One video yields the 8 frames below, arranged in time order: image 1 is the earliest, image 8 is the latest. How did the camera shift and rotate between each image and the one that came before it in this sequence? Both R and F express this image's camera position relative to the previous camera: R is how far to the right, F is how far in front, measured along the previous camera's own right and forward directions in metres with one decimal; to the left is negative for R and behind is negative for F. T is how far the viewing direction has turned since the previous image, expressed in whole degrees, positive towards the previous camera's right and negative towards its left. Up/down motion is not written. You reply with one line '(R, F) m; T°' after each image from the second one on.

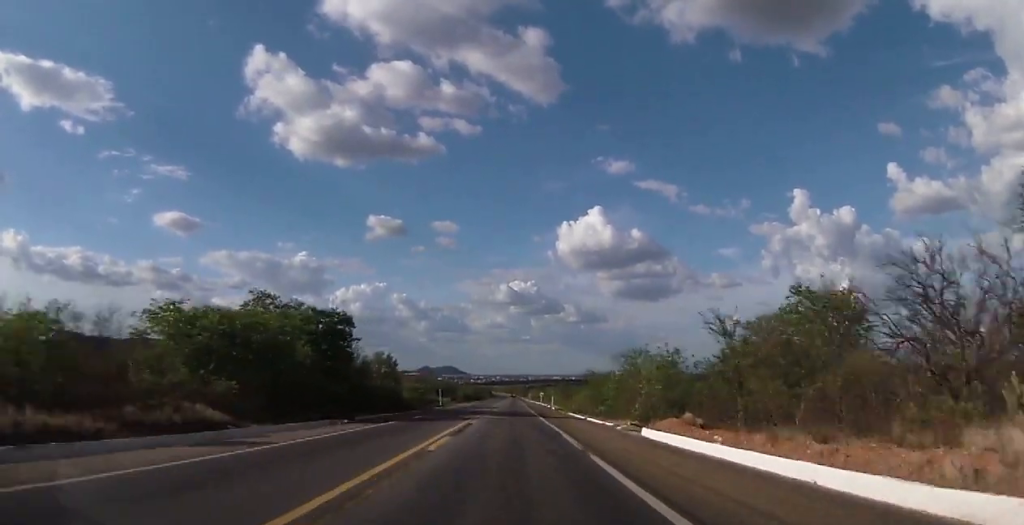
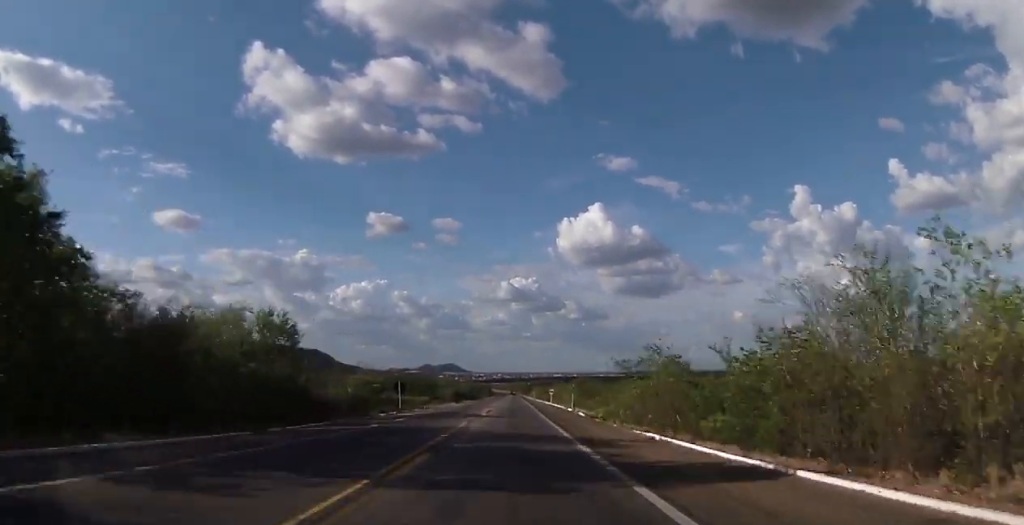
(+0.1, +31.8) m; 0°
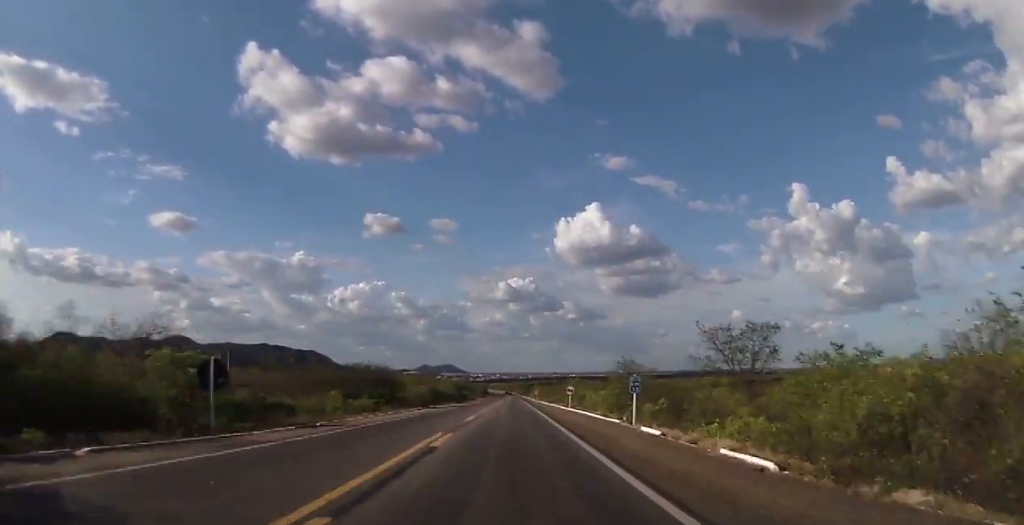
(+0.2, +34.5) m; +1°
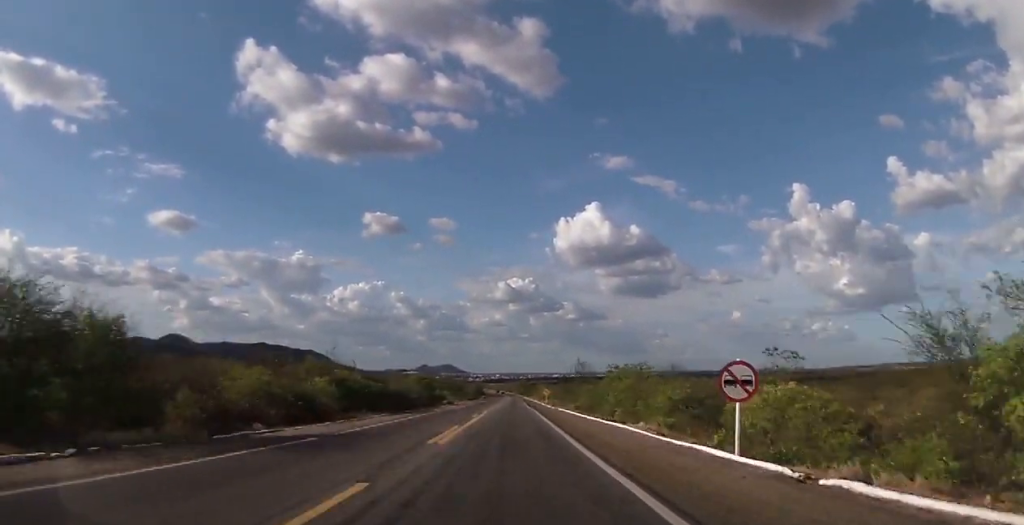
(0.0, +50.3) m; -1°
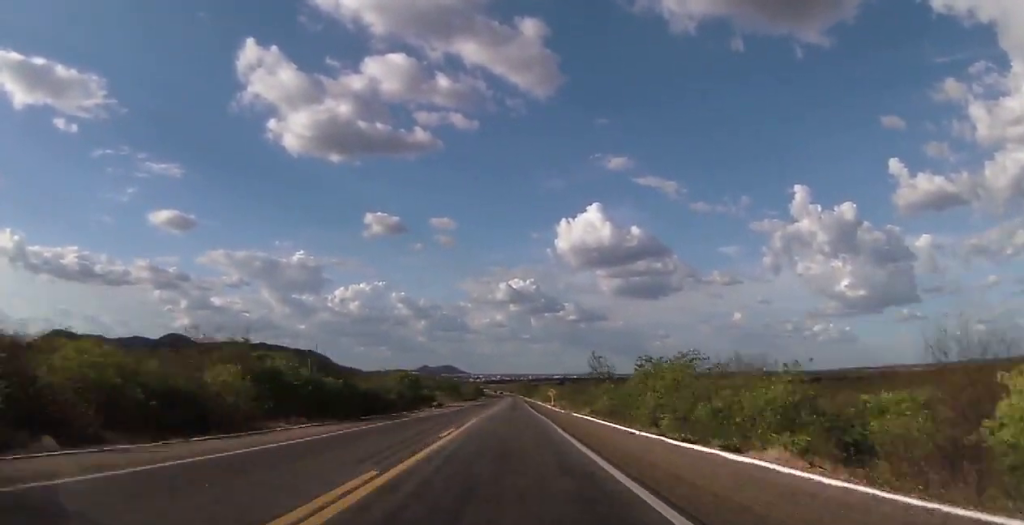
(-0.1, +15.4) m; 0°
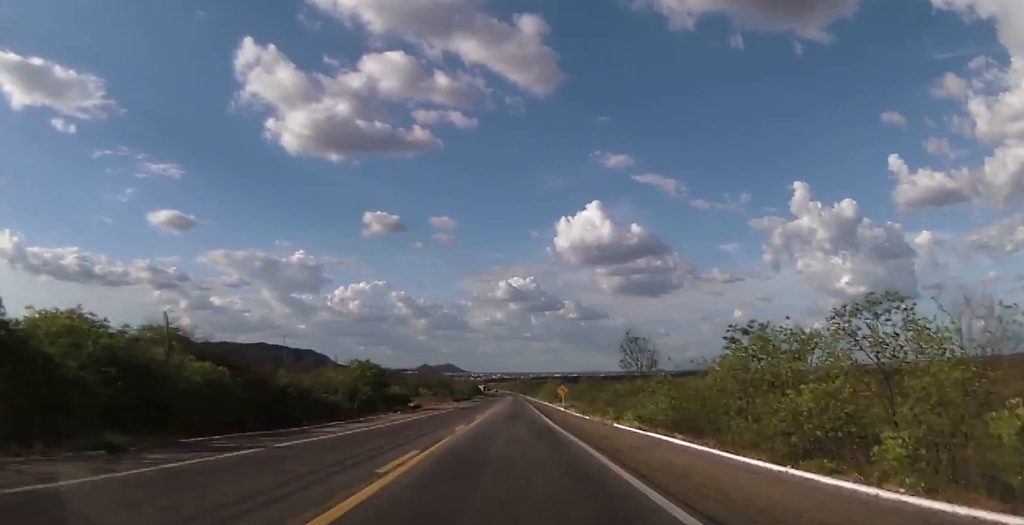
(-0.3, +21.4) m; 0°
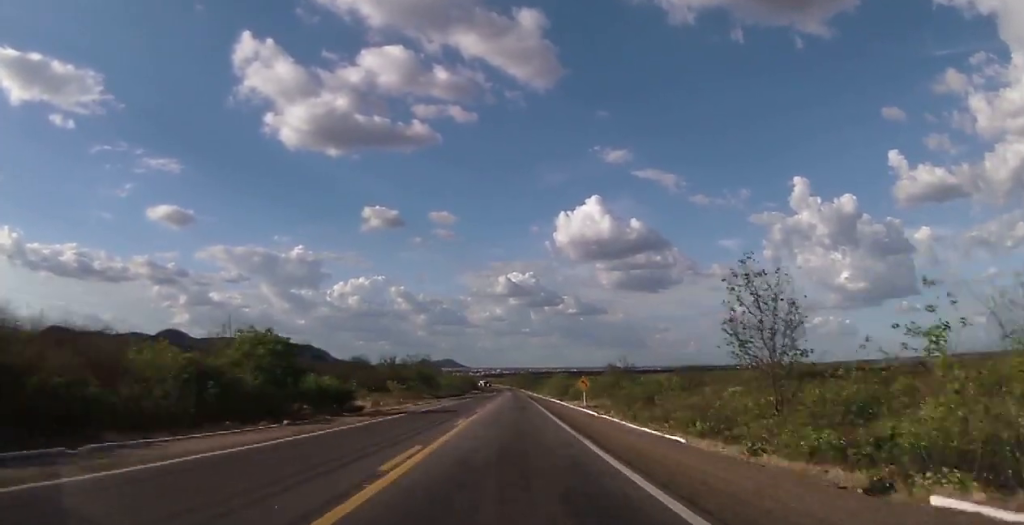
(+0.2, +25.1) m; 0°
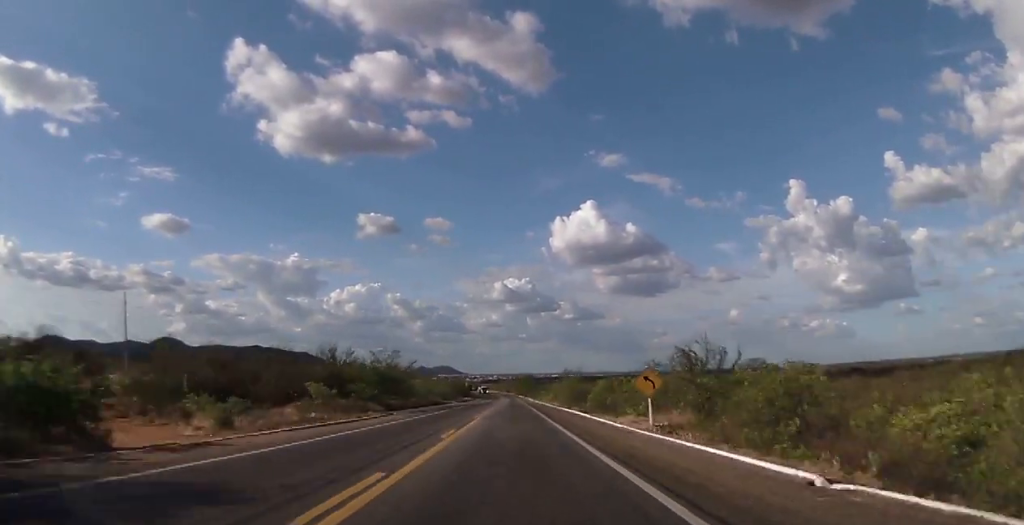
(+0.2, +28.8) m; 0°
